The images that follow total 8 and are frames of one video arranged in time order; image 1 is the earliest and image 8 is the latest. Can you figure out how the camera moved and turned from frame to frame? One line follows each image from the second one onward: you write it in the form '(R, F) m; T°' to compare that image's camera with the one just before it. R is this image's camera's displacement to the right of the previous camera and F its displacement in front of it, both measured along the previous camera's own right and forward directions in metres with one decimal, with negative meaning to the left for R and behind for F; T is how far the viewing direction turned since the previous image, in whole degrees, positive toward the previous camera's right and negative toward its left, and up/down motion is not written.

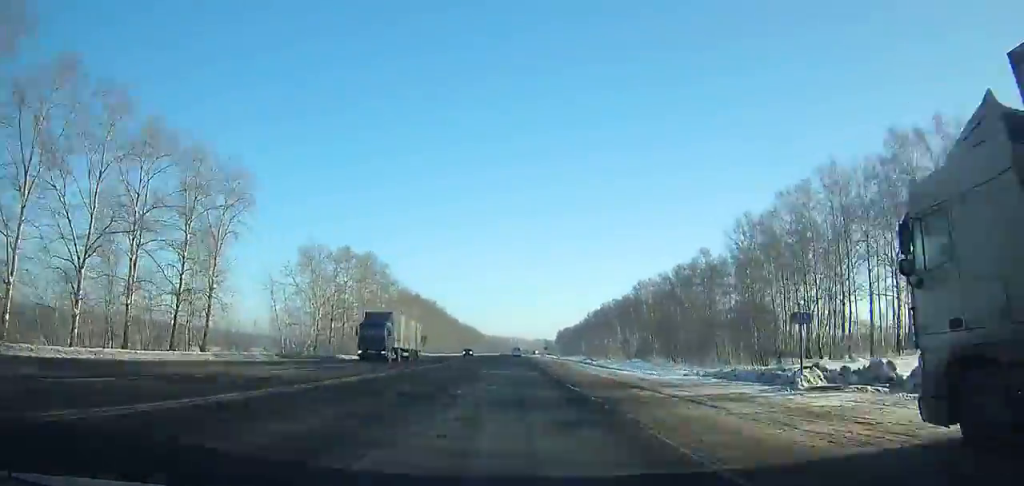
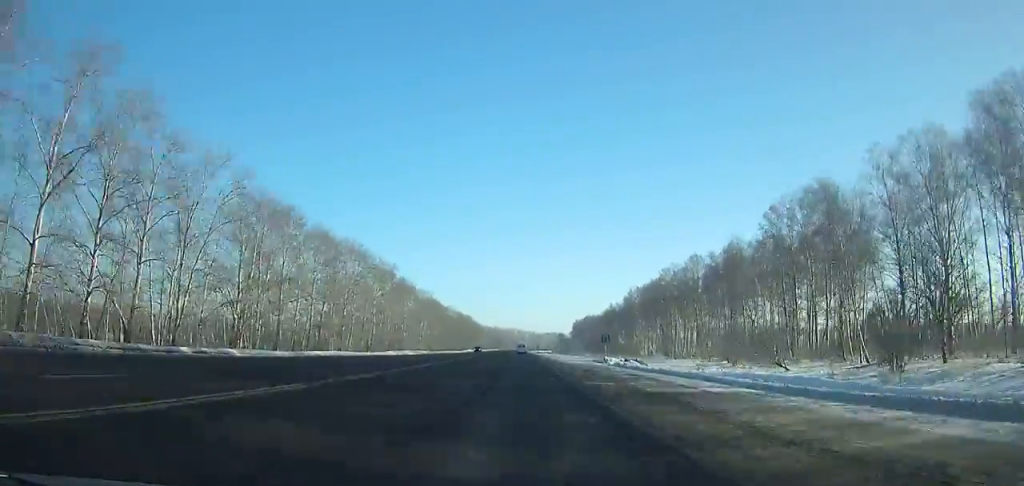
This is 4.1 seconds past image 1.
(+0.1, +99.3) m; 0°
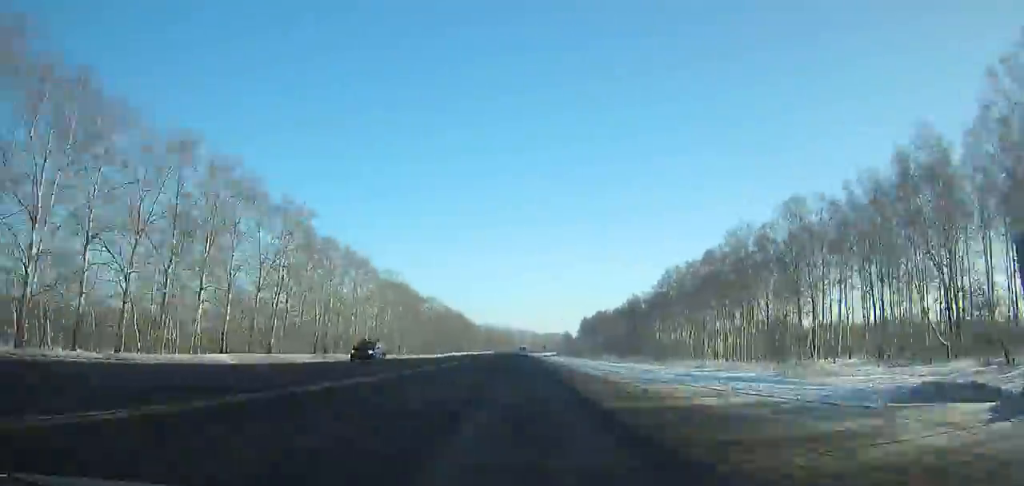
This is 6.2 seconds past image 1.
(+0.1, +51.7) m; 0°
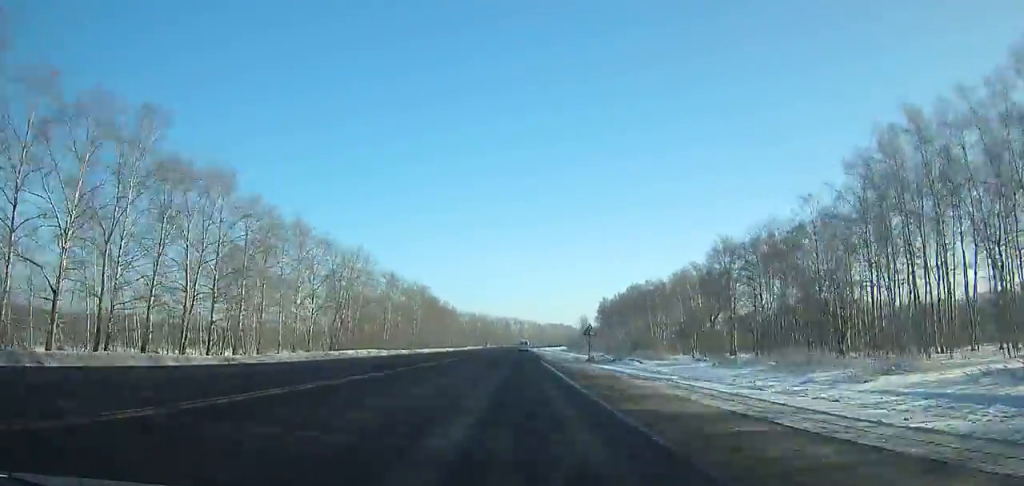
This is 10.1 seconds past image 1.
(0.0, +96.6) m; 0°
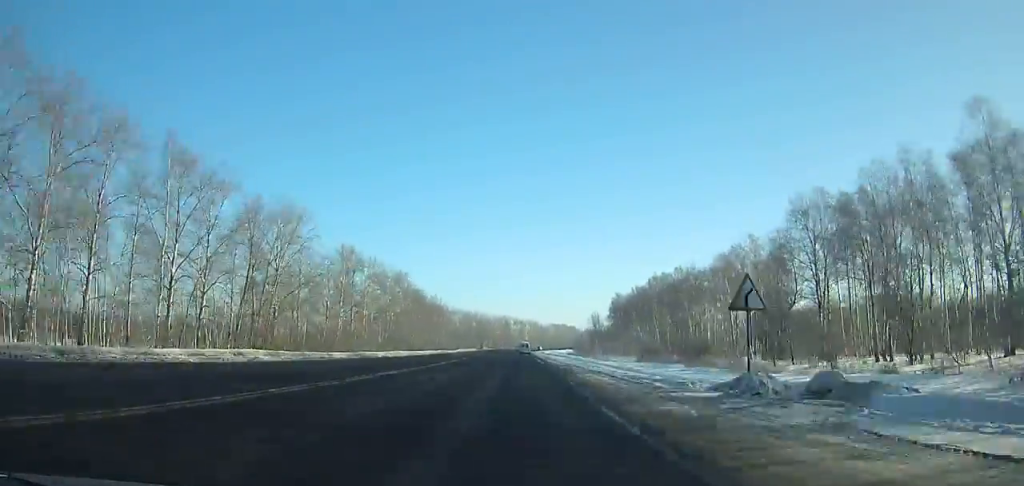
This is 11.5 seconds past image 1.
(-0.1, +34.7) m; 0°
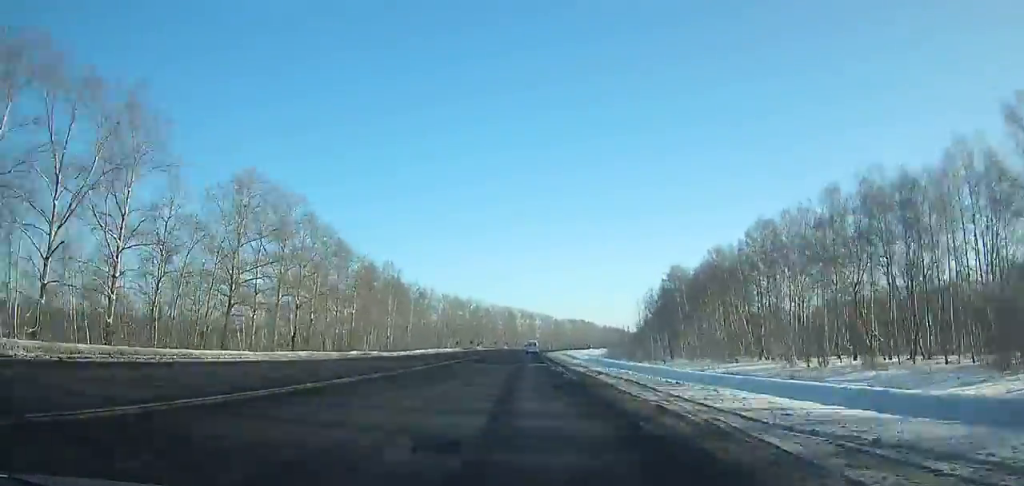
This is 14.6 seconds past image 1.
(-0.2, +76.5) m; 0°
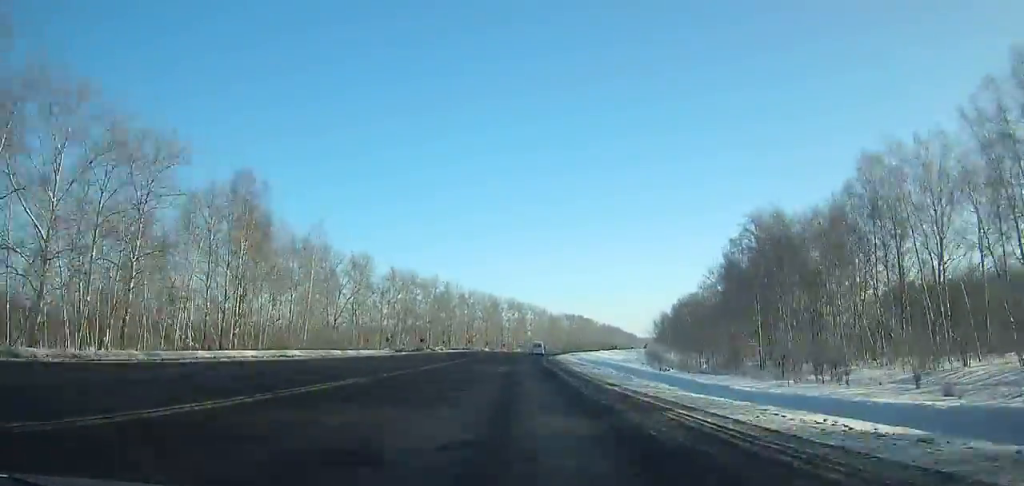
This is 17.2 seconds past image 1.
(+0.1, +63.8) m; +2°
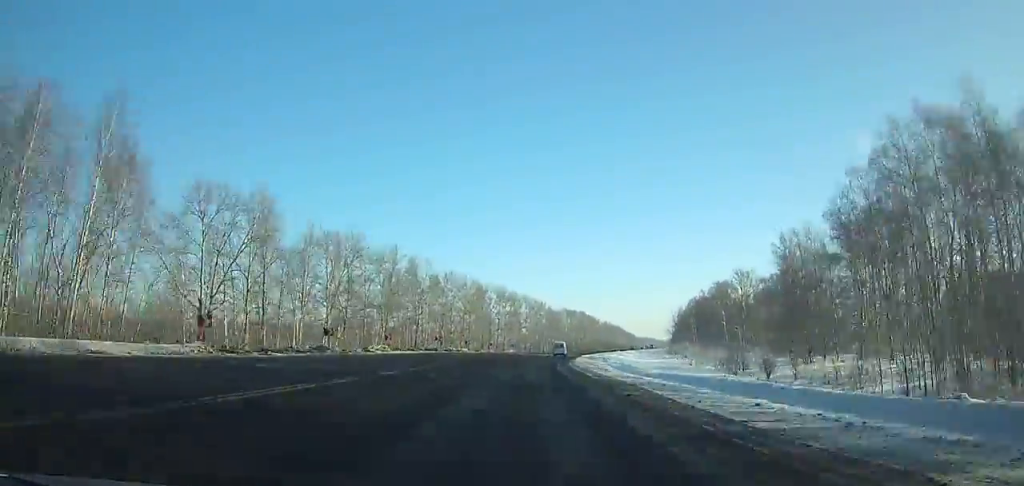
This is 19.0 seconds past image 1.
(+0.3, +43.9) m; +3°
